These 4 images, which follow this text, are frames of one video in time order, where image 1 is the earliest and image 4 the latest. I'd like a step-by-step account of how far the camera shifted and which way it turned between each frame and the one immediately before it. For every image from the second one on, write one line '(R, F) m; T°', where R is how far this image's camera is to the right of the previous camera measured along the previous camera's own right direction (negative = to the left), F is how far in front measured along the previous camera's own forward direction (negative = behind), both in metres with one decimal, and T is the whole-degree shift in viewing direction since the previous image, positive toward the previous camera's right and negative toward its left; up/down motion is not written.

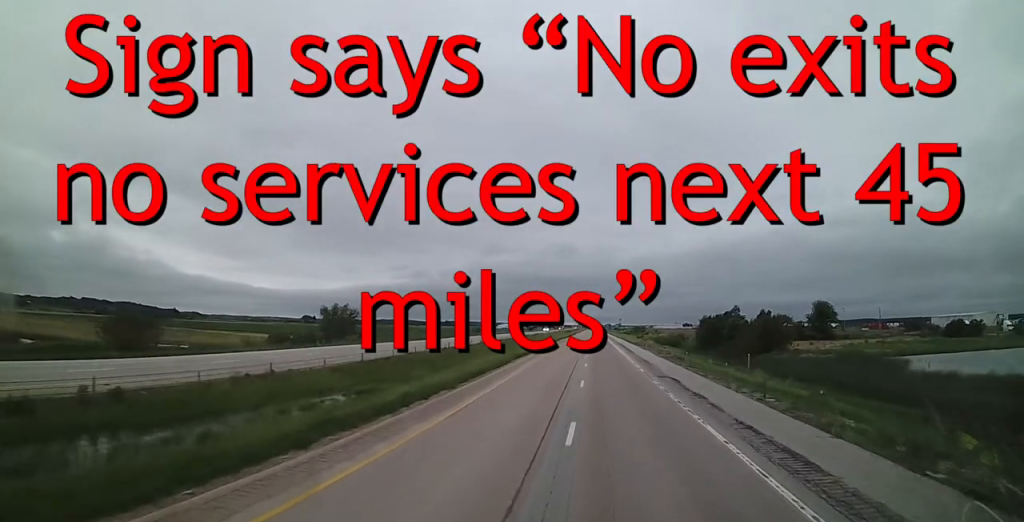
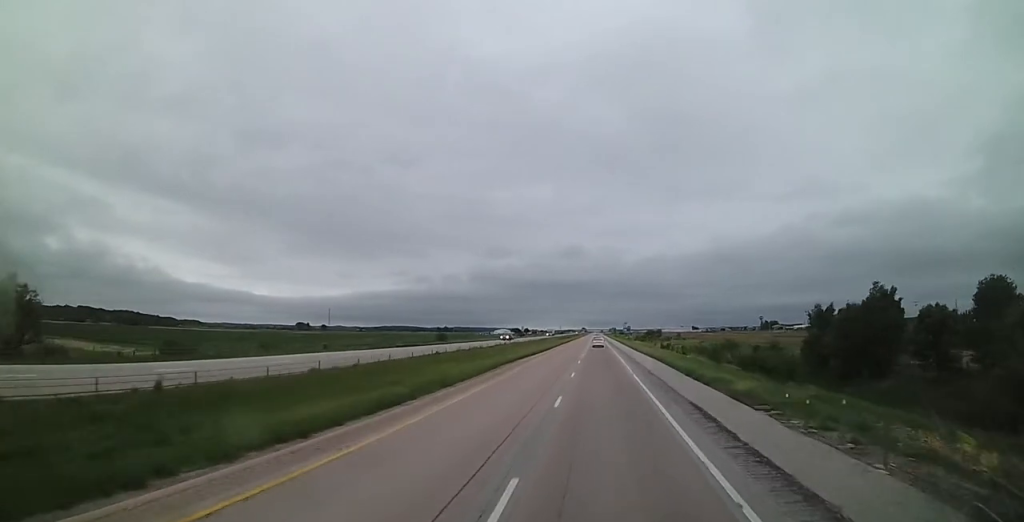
(+0.4, +66.9) m; 0°
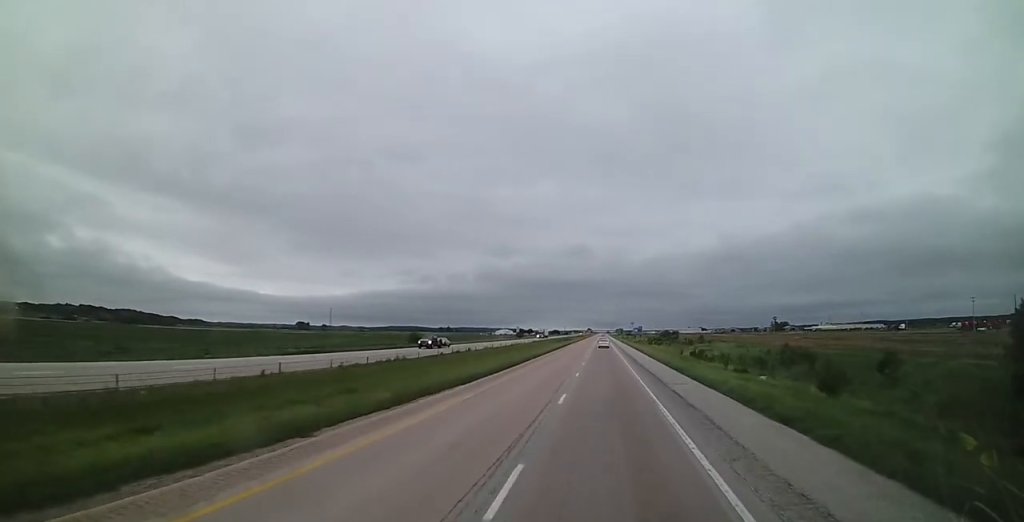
(-0.4, +35.8) m; -1°
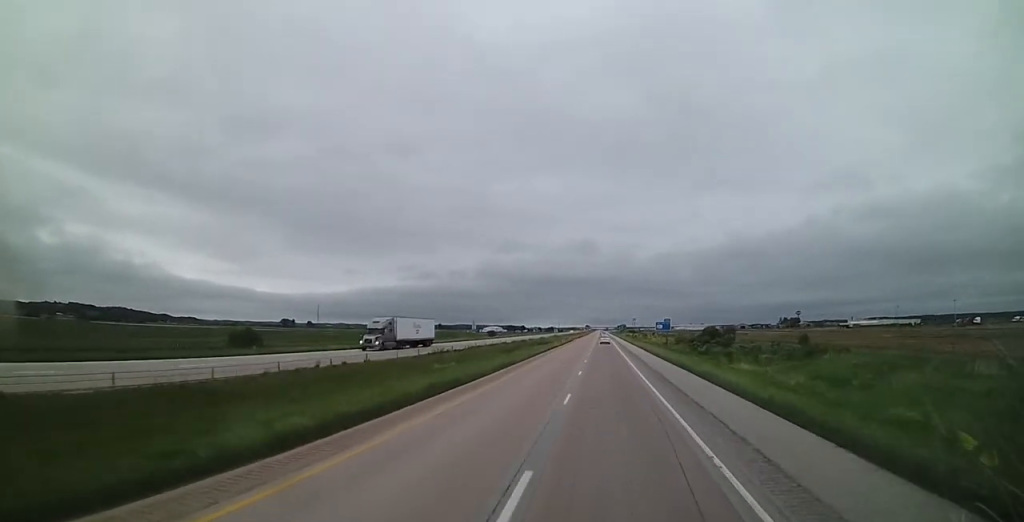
(-0.1, +85.9) m; +1°
